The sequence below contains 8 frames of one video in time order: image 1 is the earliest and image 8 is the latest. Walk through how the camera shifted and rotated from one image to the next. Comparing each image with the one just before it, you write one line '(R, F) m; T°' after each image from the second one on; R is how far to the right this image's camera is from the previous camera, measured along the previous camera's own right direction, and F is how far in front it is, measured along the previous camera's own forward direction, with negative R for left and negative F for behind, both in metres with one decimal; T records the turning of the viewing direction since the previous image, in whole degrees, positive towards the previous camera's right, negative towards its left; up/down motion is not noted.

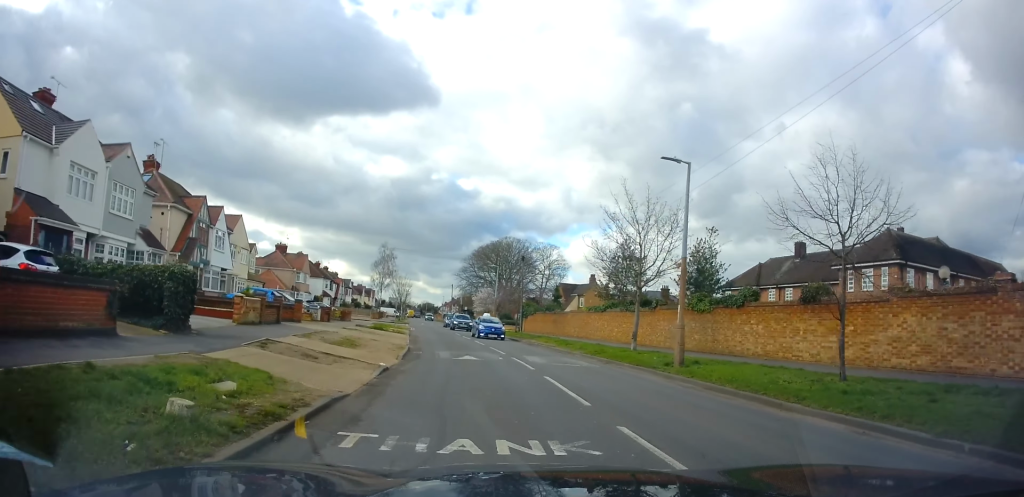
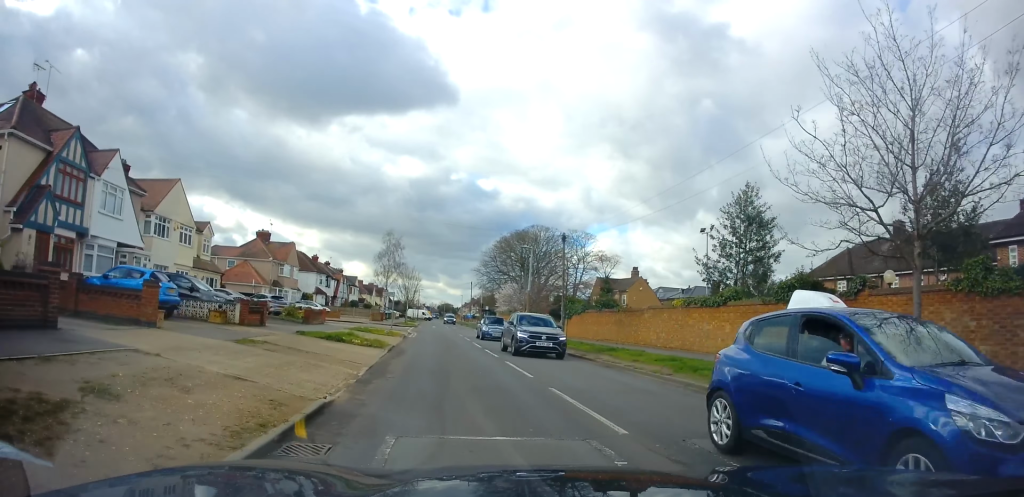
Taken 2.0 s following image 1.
(+0.6, +13.9) m; +1°
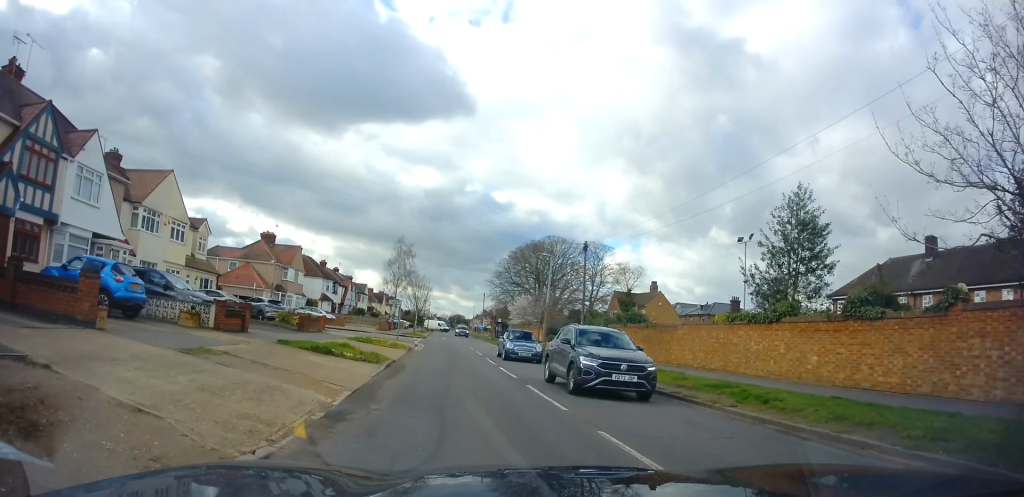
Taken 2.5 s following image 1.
(+0.1, +3.1) m; -3°
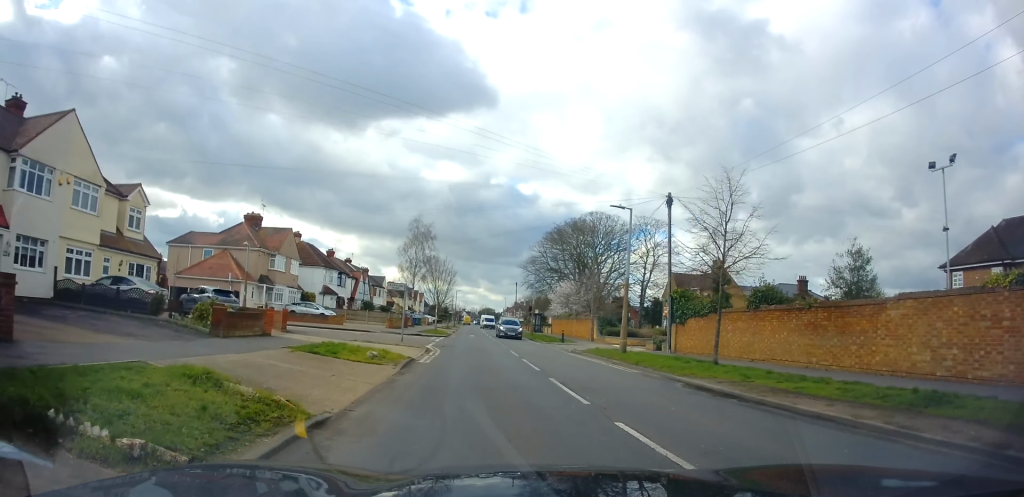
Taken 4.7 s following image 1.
(-0.8, +12.1) m; 0°
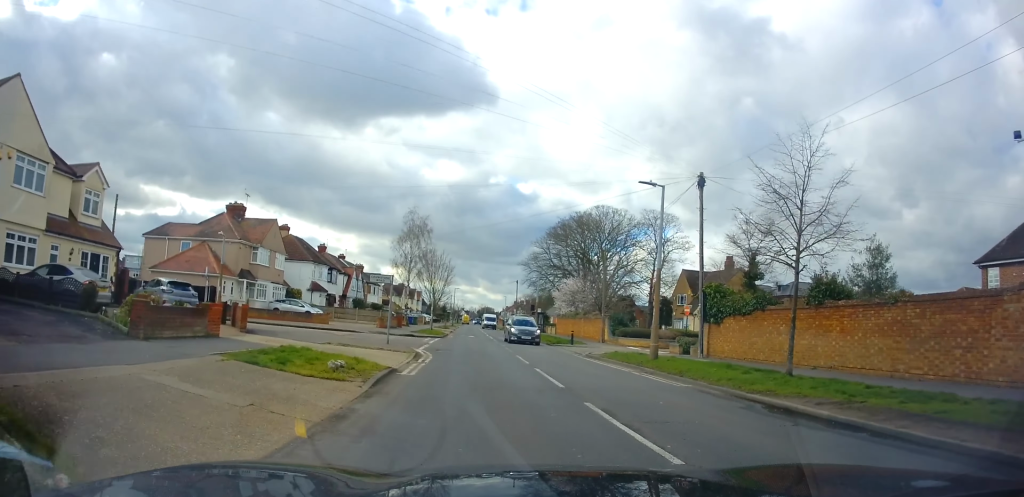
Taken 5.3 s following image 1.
(+0.3, +3.8) m; 0°
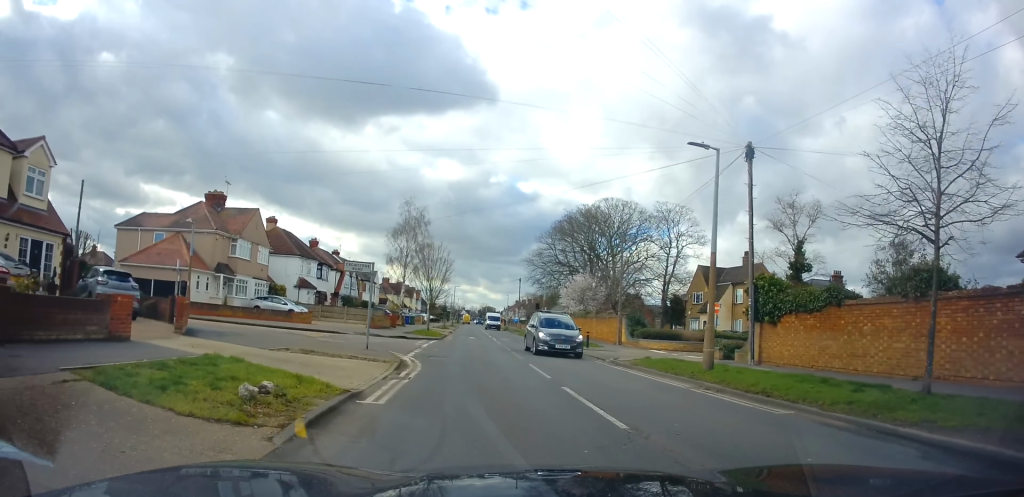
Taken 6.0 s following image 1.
(-0.2, +4.3) m; -2°
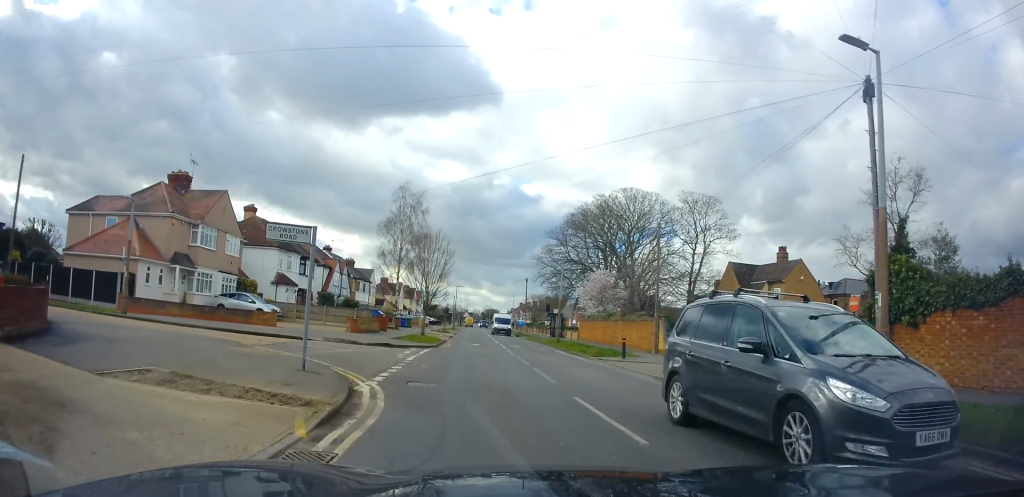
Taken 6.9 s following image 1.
(-0.2, +6.5) m; -1°
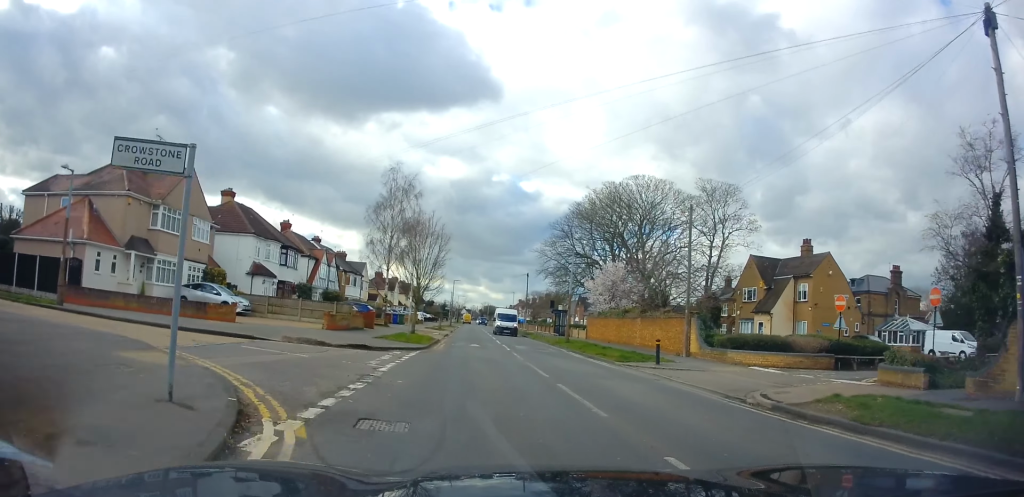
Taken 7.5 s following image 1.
(0.0, +4.6) m; 0°
